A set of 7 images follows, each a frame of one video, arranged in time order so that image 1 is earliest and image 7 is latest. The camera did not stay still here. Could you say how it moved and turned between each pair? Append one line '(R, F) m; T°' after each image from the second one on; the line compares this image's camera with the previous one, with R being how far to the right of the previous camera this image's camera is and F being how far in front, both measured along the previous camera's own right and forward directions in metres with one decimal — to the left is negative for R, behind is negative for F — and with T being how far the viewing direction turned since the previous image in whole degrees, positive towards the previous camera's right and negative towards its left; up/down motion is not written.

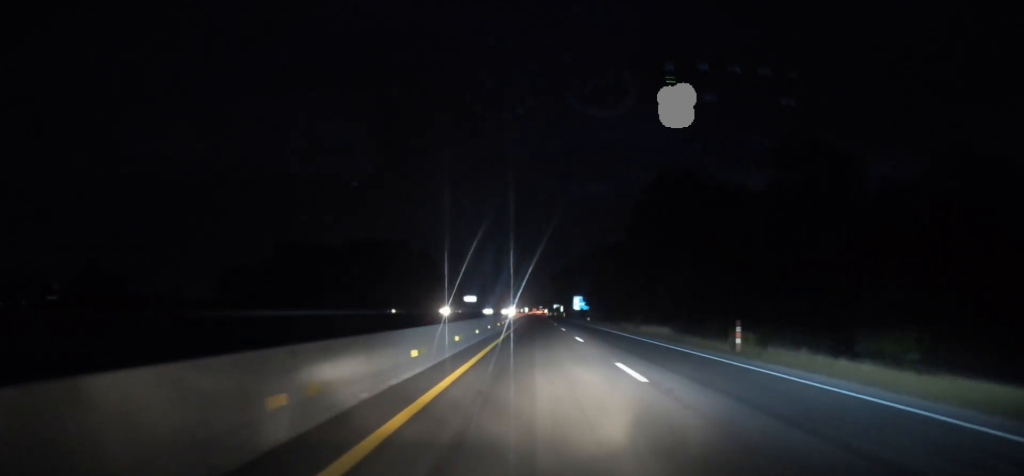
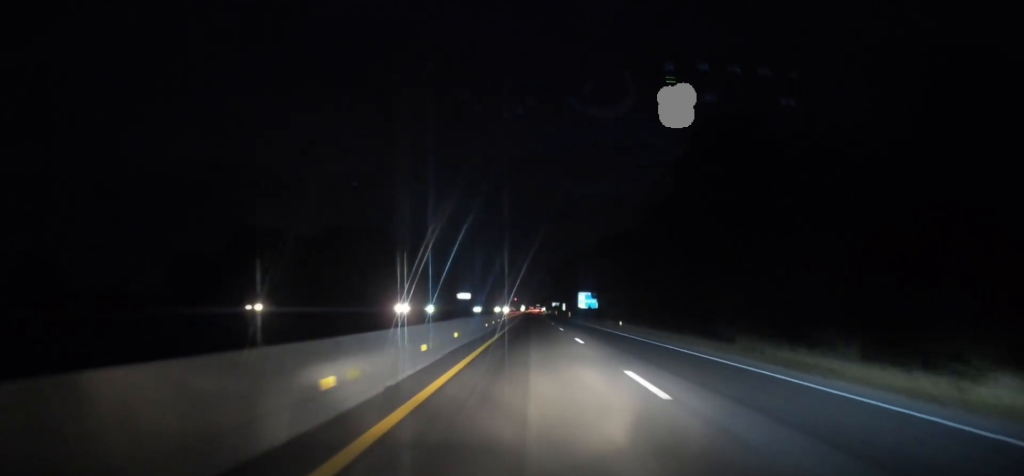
(0.0, +32.6) m; 0°
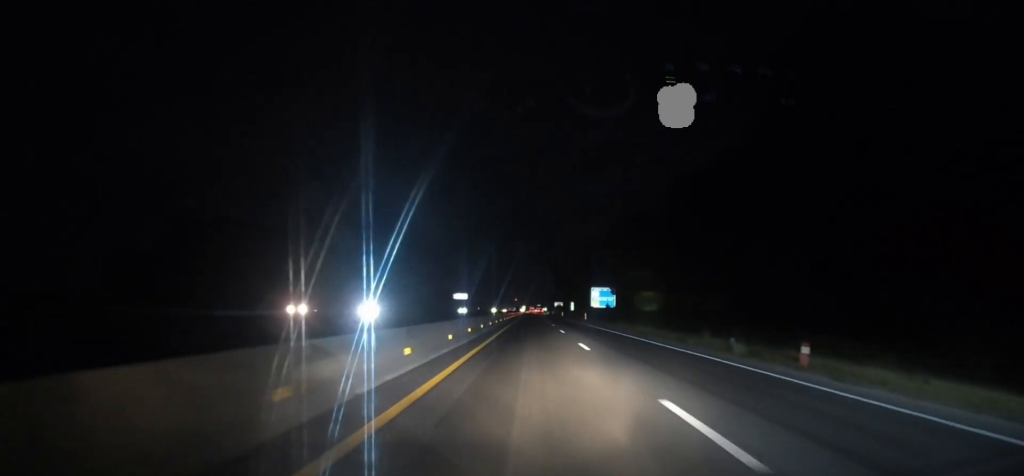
(-0.1, +34.7) m; 0°
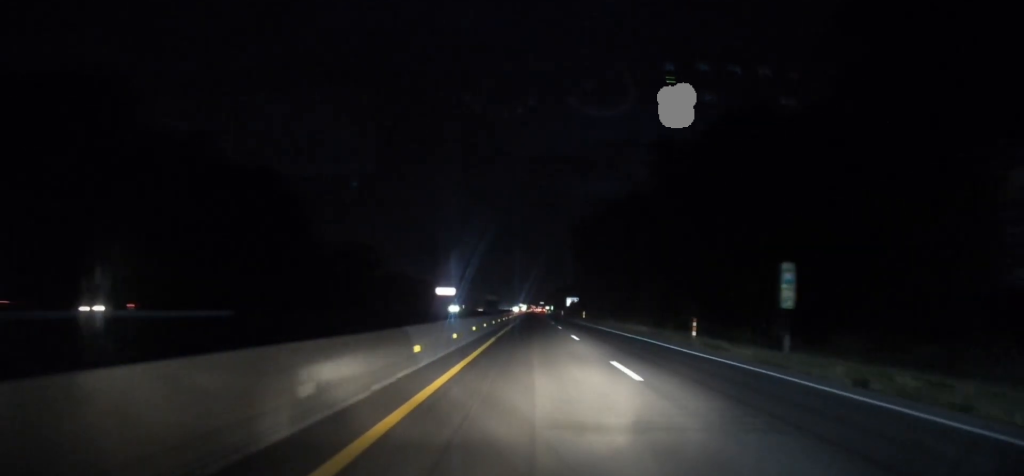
(-0.2, +115.2) m; 0°
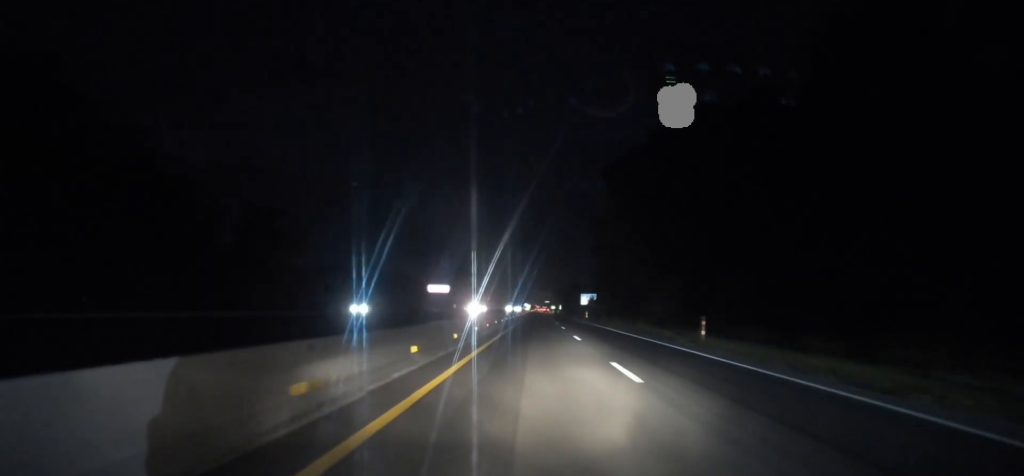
(0.0, +61.7) m; +1°
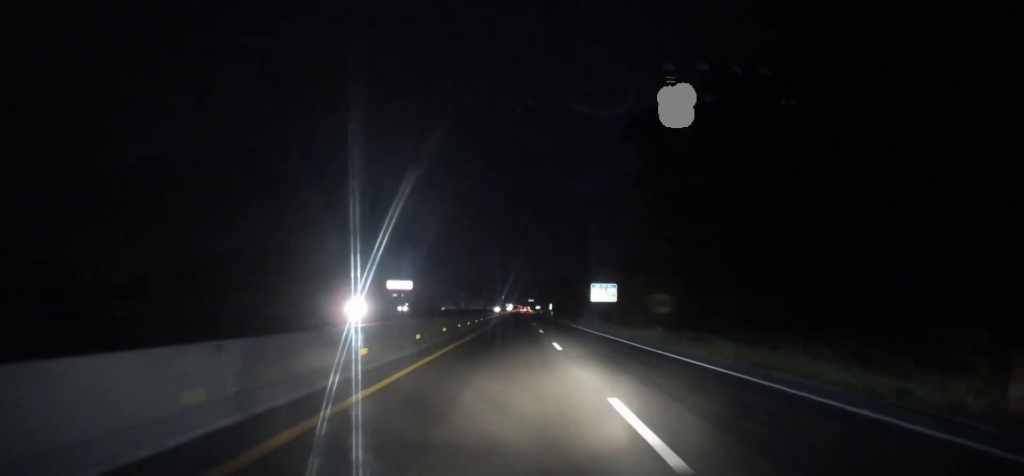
(+1.1, +81.6) m; +1°
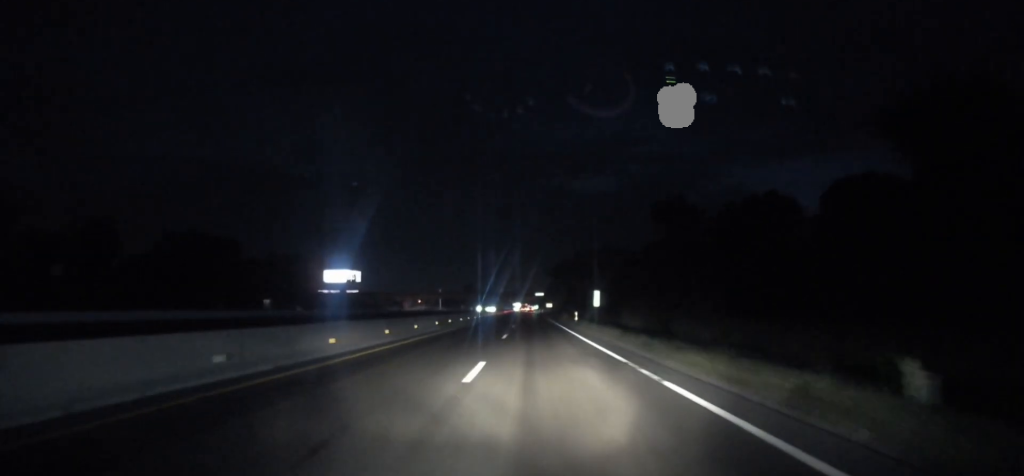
(-1.3, +130.9) m; -1°
